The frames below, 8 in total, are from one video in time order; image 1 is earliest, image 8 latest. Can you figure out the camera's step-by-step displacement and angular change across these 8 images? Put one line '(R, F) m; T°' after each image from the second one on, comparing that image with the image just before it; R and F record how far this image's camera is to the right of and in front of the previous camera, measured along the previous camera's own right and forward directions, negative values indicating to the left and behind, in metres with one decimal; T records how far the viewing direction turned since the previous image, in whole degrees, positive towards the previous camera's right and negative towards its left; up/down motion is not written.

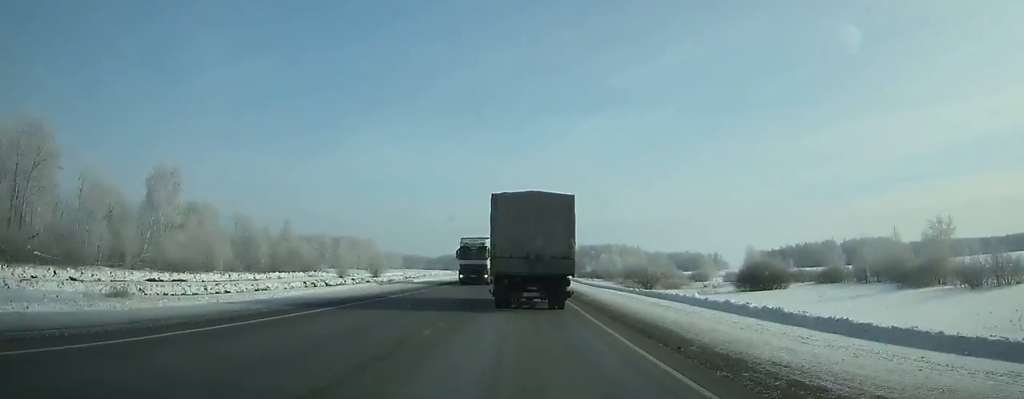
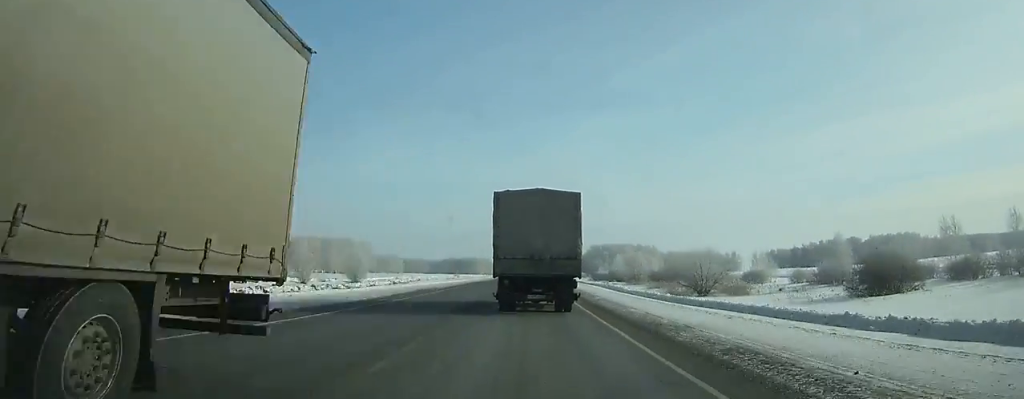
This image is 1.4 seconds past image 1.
(0.0, +30.4) m; 0°
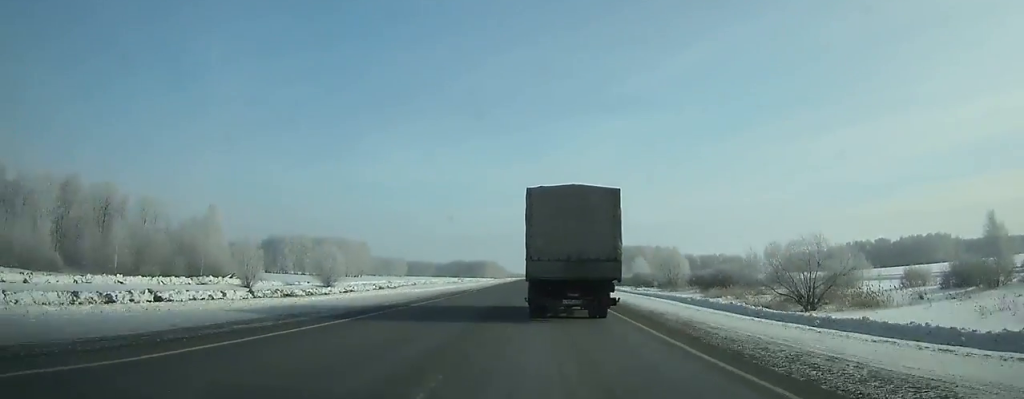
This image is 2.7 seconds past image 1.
(-0.4, +30.0) m; 0°
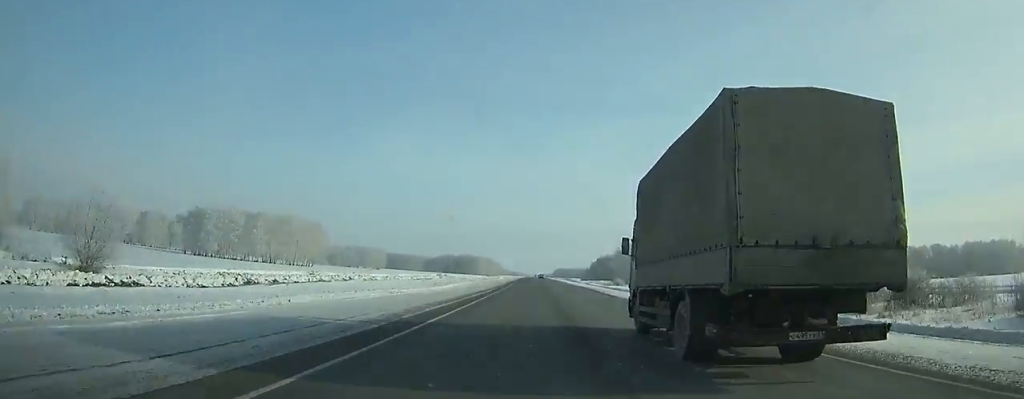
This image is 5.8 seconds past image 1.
(+0.2, +74.6) m; +1°
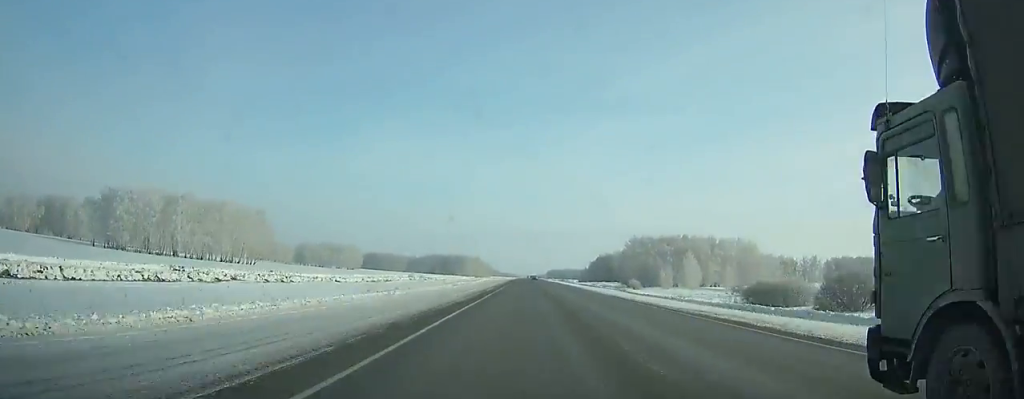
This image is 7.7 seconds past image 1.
(+0.3, +47.9) m; +1°
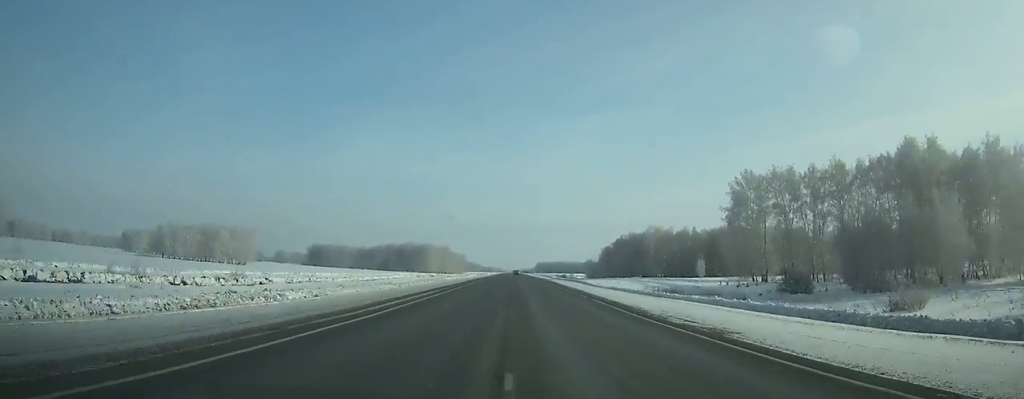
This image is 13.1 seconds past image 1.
(+1.5, +141.1) m; +1°
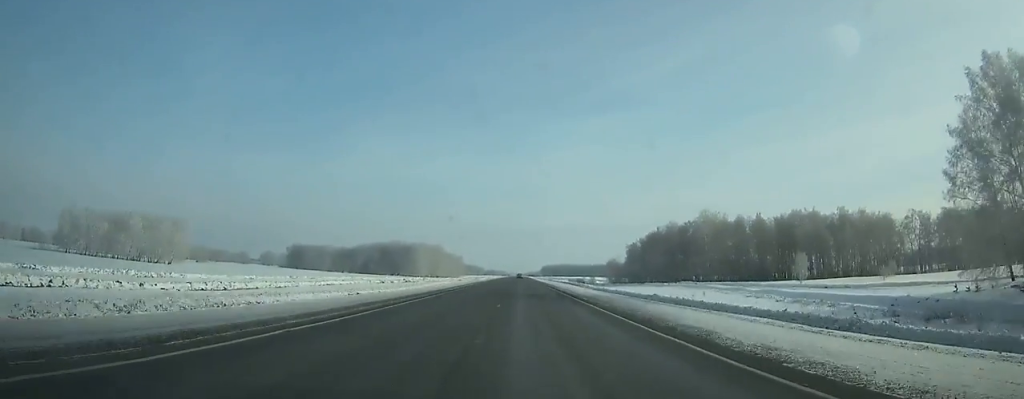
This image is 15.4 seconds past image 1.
(-0.2, +60.4) m; 0°
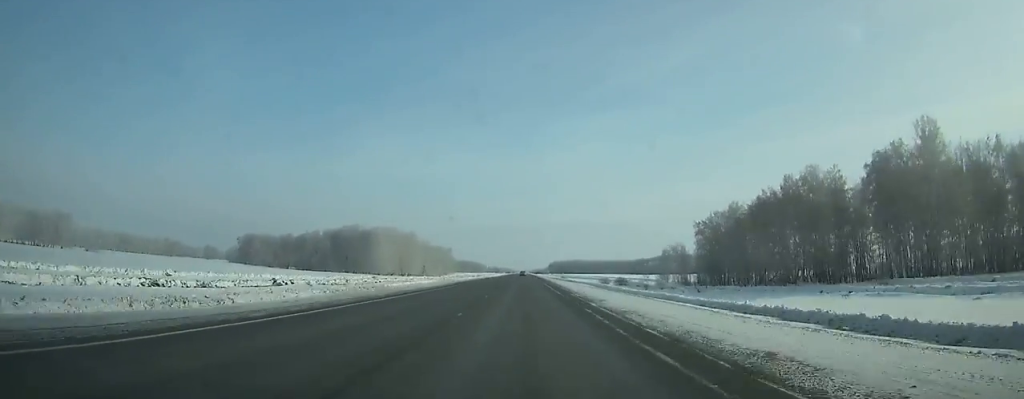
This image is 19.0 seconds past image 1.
(-0.2, +99.0) m; 0°
